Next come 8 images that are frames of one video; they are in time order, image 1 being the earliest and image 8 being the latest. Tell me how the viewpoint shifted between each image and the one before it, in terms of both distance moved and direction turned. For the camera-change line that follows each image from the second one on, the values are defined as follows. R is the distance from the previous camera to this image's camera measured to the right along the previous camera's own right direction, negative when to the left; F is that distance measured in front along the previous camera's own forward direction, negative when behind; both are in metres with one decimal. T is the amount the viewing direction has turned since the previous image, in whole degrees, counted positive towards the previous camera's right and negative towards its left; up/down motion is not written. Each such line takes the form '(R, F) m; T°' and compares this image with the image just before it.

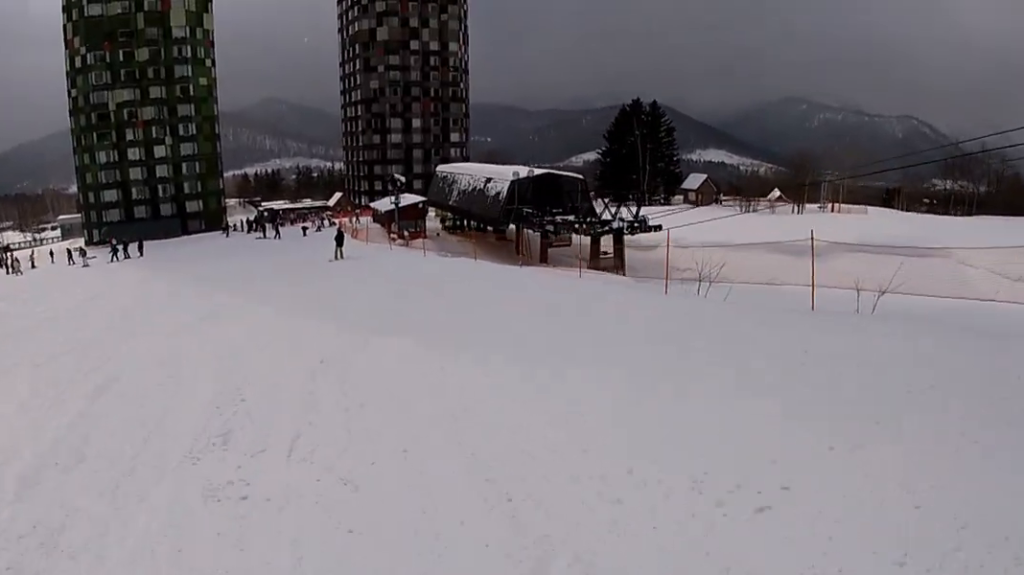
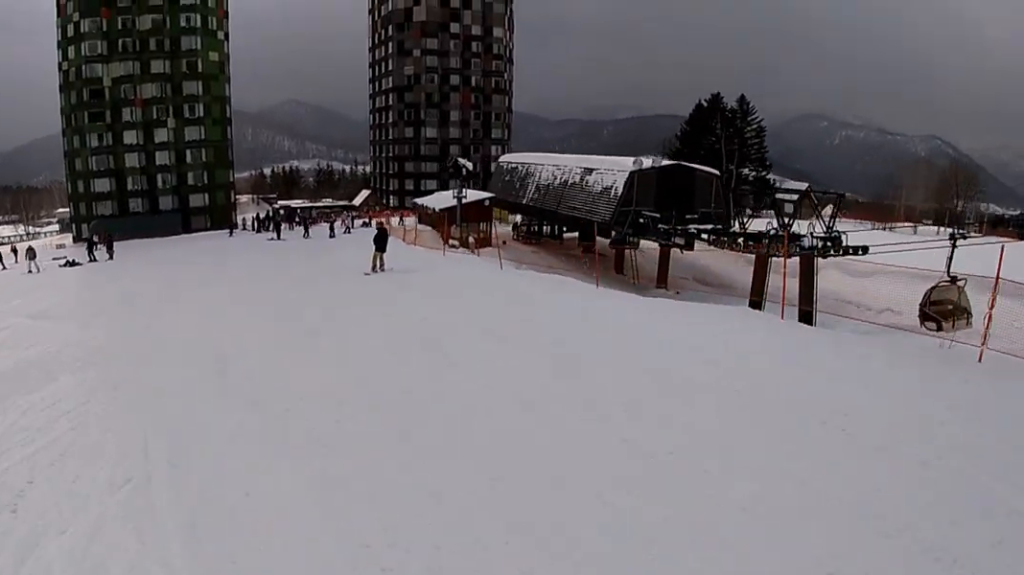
(-2.7, +14.7) m; -10°
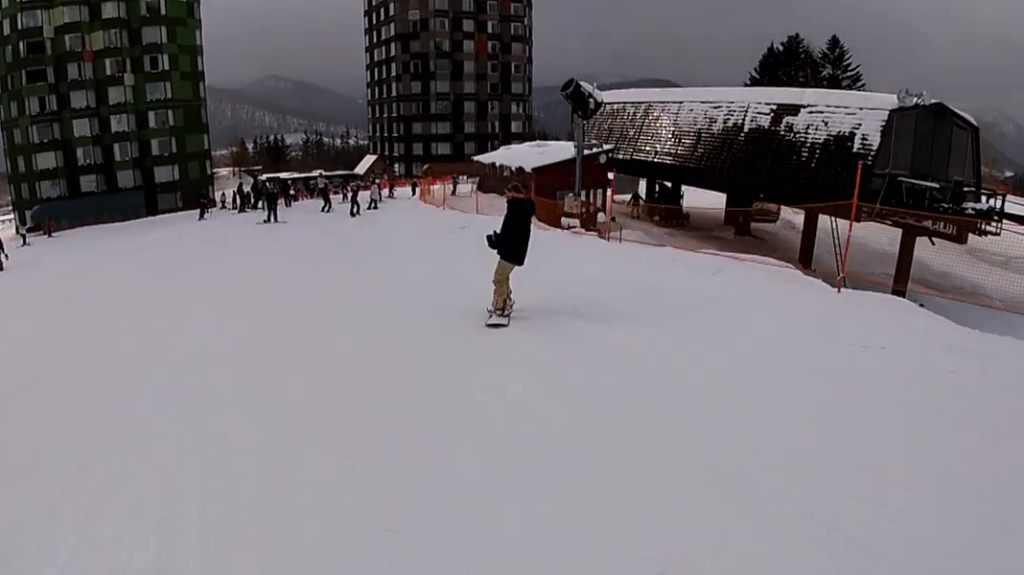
(-0.1, +15.9) m; -1°
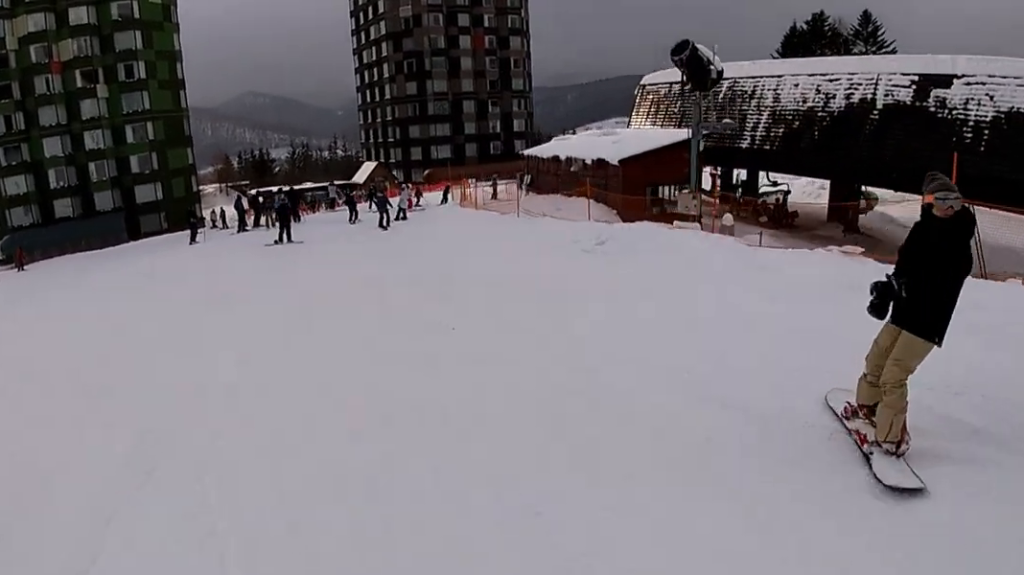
(+0.5, +6.4) m; +10°
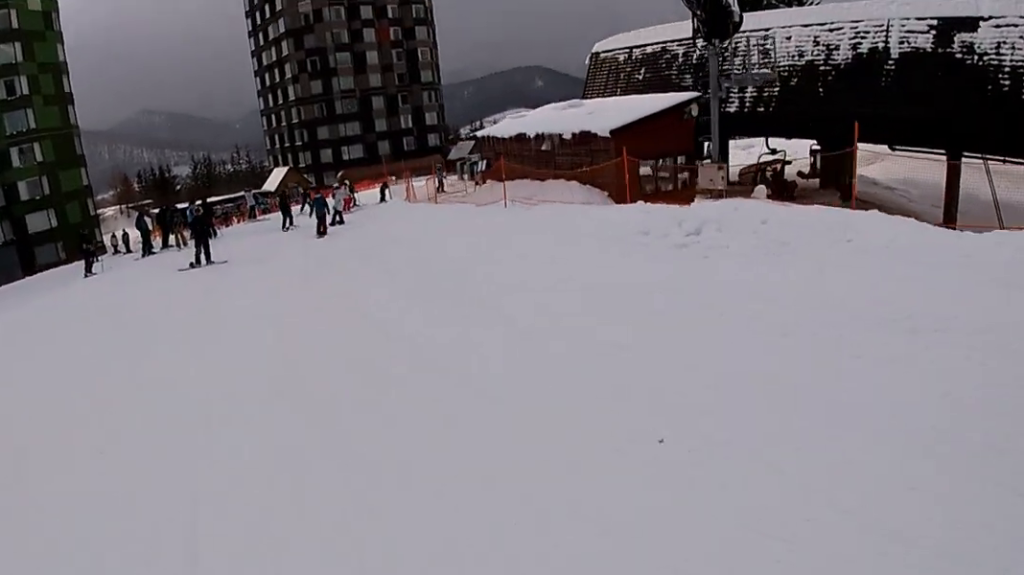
(+0.3, +4.6) m; +7°
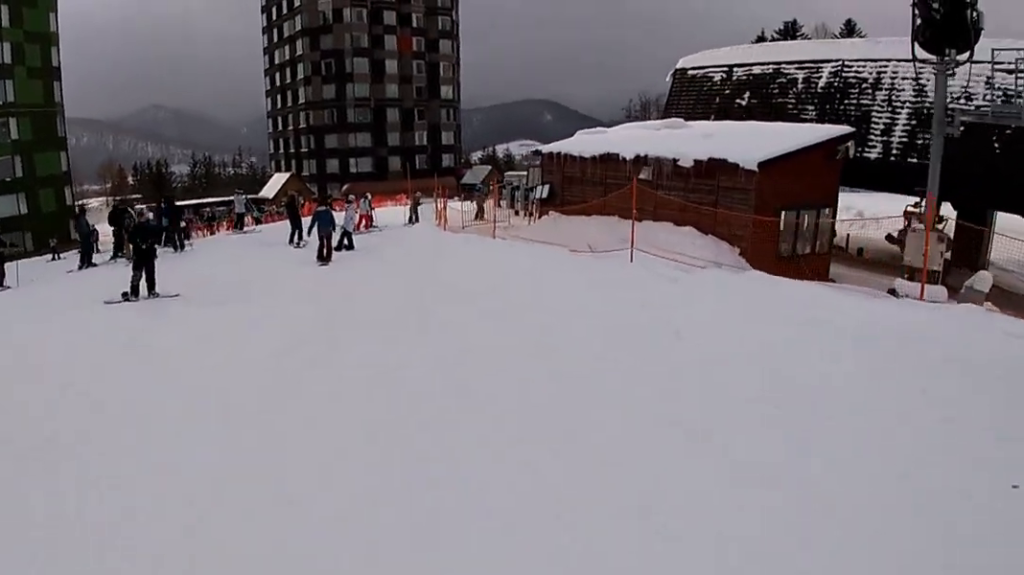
(+0.8, +6.3) m; +1°
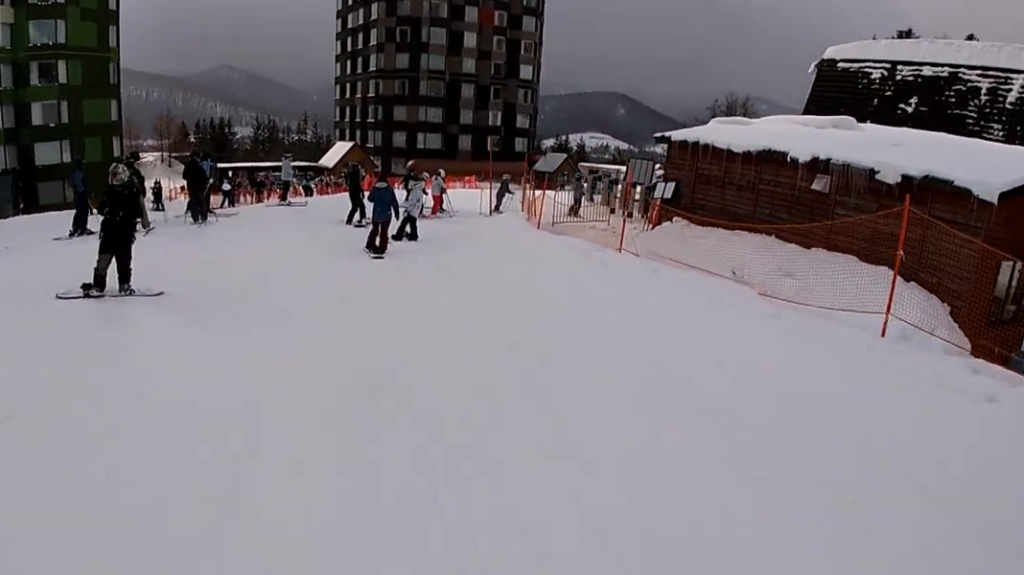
(-0.6, +4.0) m; 0°
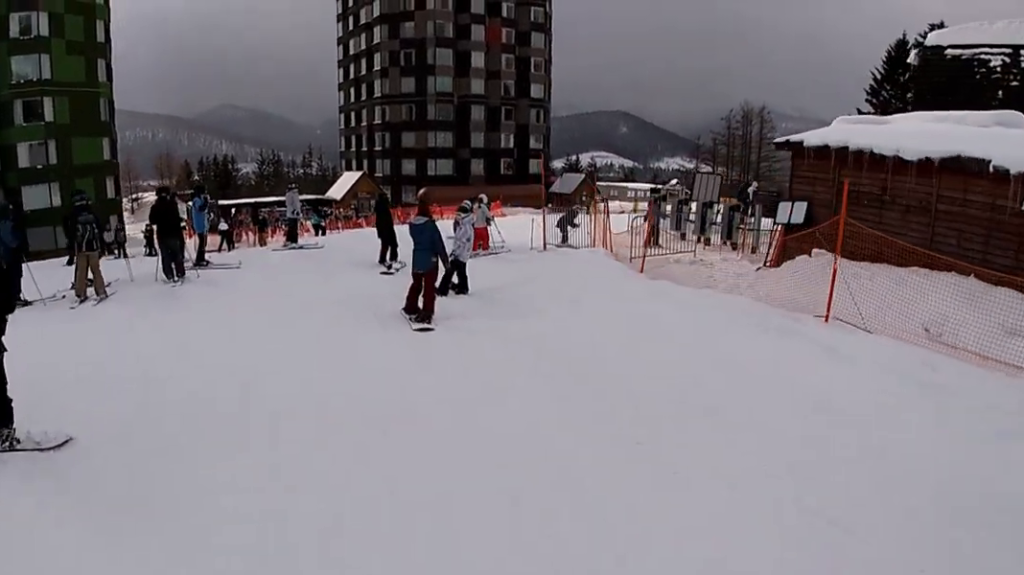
(0.0, +3.9) m; 0°
